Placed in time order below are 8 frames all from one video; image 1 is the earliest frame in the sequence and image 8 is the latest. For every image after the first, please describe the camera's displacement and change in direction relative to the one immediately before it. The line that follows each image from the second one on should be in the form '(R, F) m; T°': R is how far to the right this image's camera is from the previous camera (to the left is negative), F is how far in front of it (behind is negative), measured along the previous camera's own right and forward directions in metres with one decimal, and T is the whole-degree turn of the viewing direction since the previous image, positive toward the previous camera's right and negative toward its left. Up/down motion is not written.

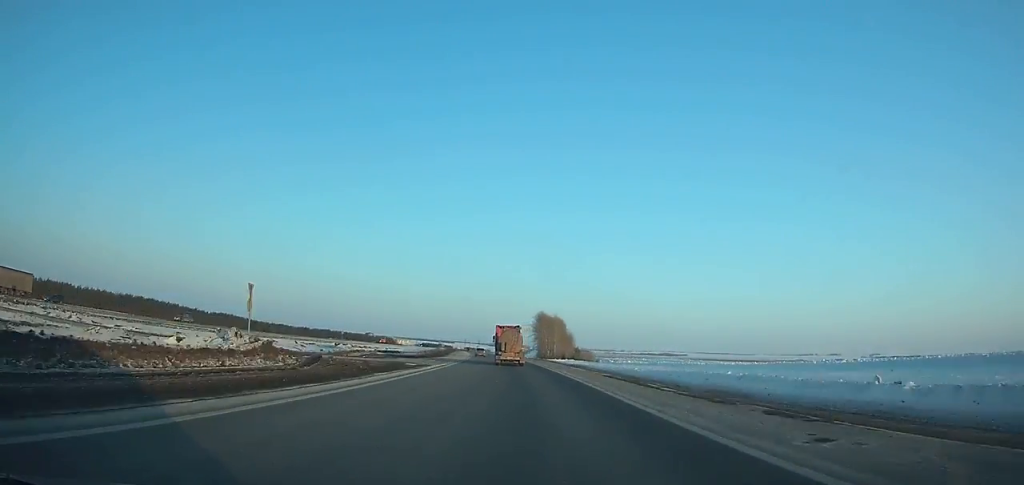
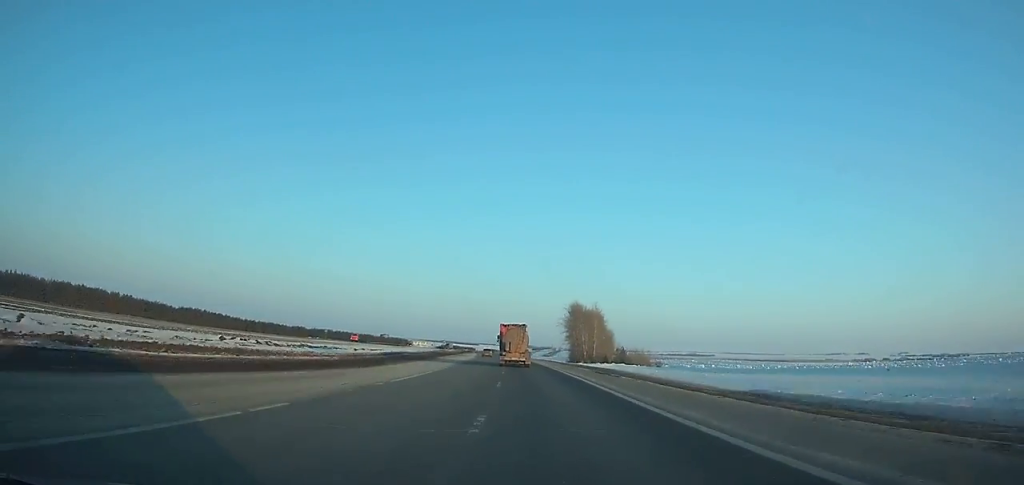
(-1.7, +51.9) m; -2°
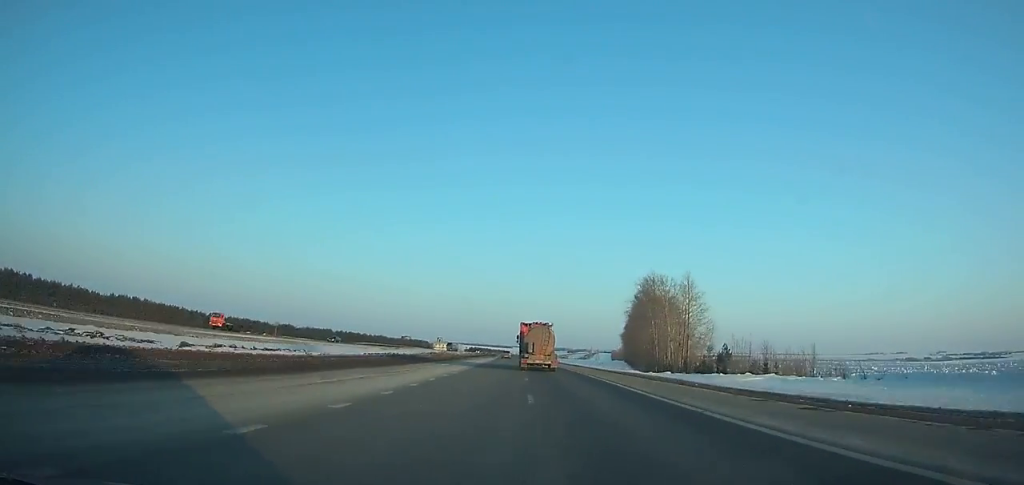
(-1.6, +67.8) m; -2°
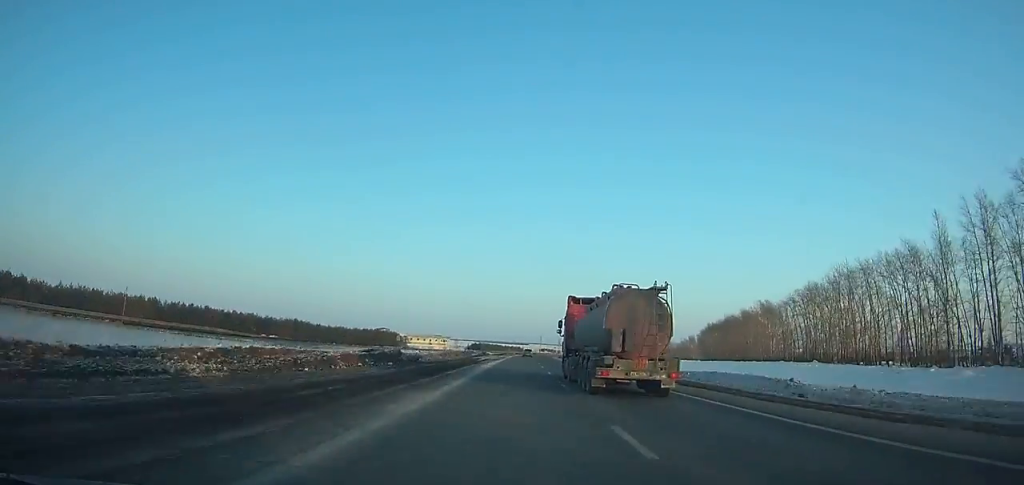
(-3.2, +176.7) m; -1°
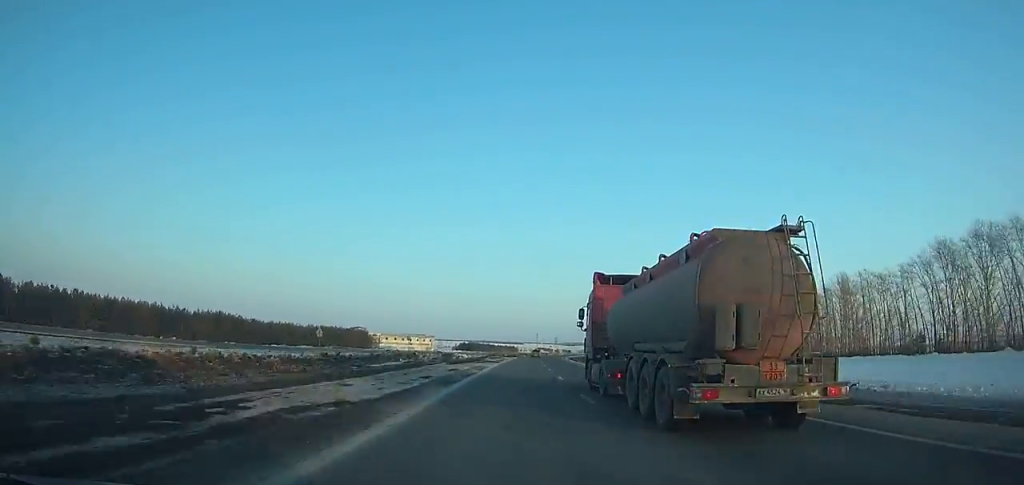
(-0.3, +52.1) m; +1°
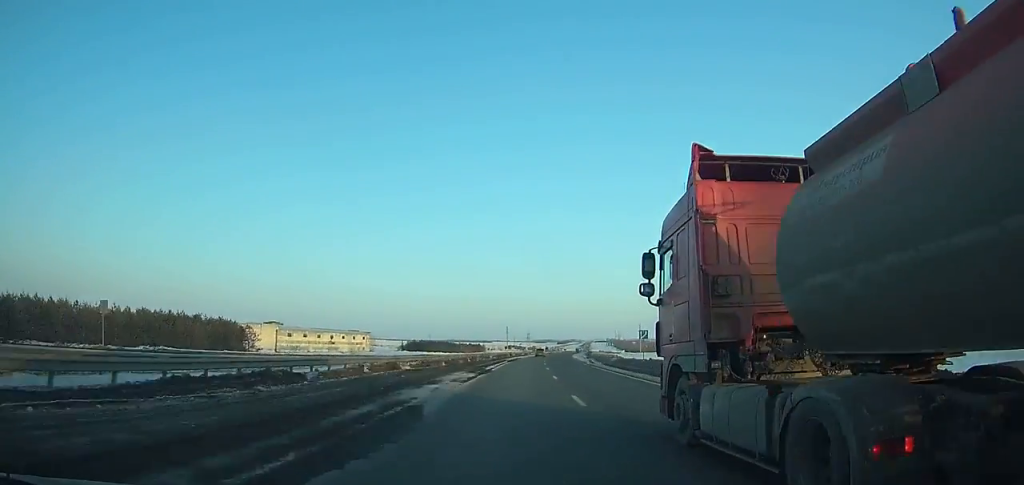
(+2.5, +96.7) m; +4°
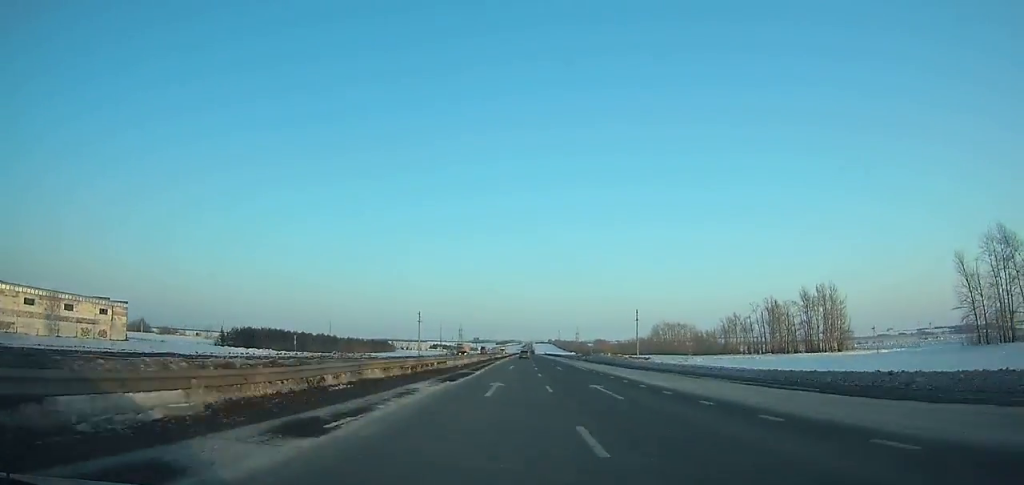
(+8.8, +152.0) m; +5°
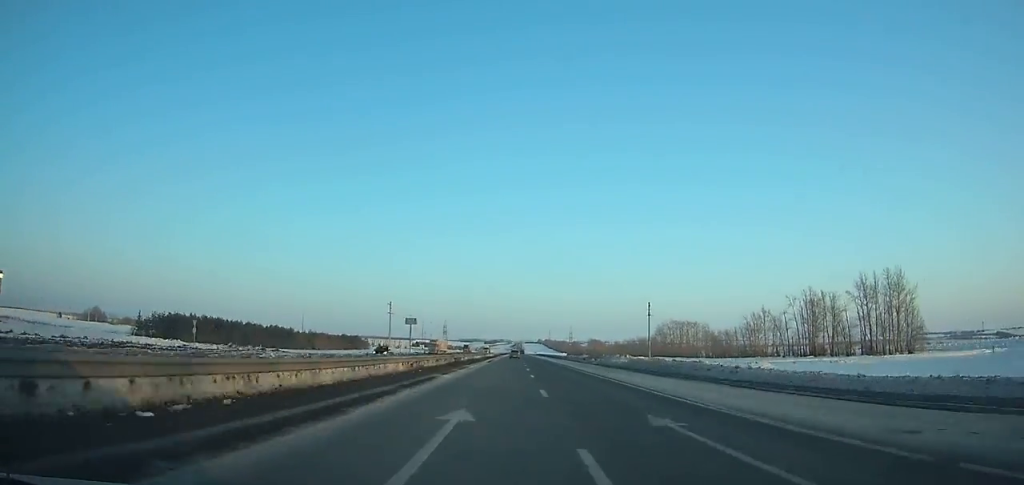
(+0.3, +38.6) m; +1°
